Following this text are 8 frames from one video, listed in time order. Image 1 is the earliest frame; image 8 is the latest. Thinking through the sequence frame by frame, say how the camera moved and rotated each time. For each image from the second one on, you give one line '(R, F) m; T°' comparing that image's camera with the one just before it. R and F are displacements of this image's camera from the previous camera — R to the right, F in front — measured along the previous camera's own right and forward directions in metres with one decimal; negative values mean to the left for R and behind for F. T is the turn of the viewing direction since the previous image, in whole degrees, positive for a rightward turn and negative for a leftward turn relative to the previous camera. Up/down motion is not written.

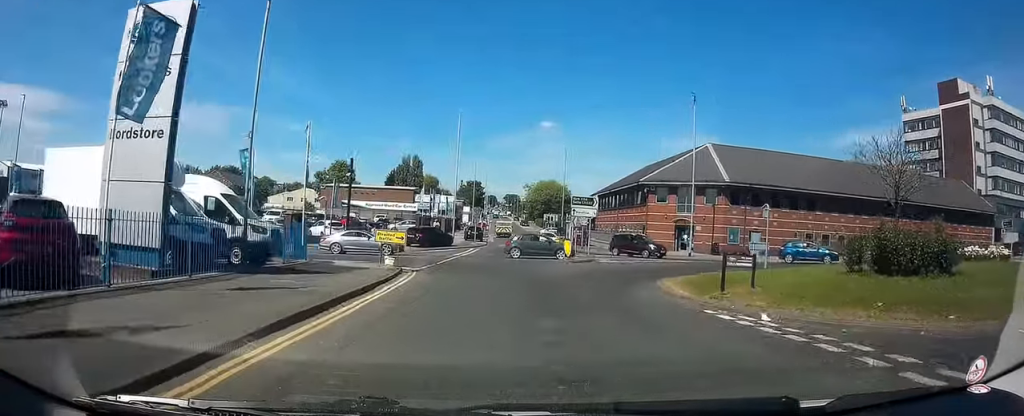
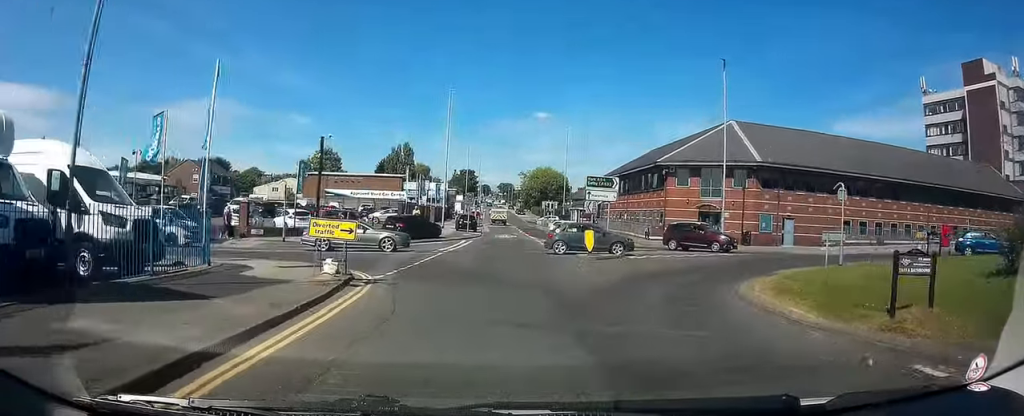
(-0.1, +6.5) m; -1°
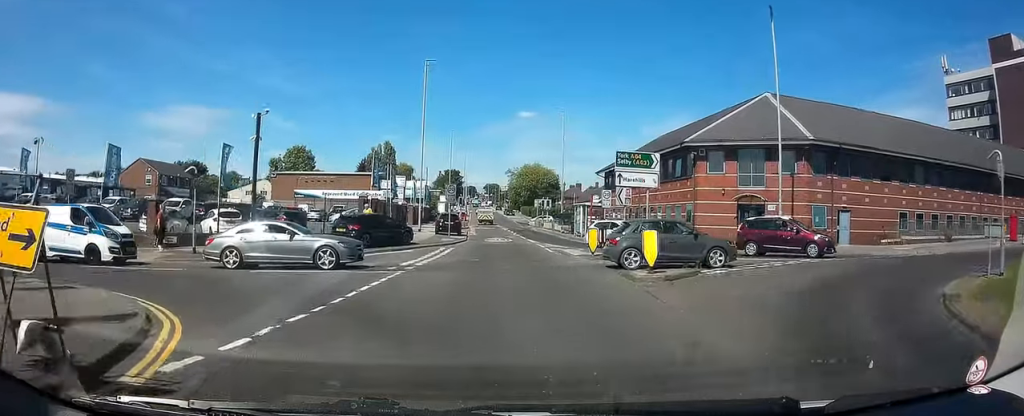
(-0.2, +9.0) m; -1°
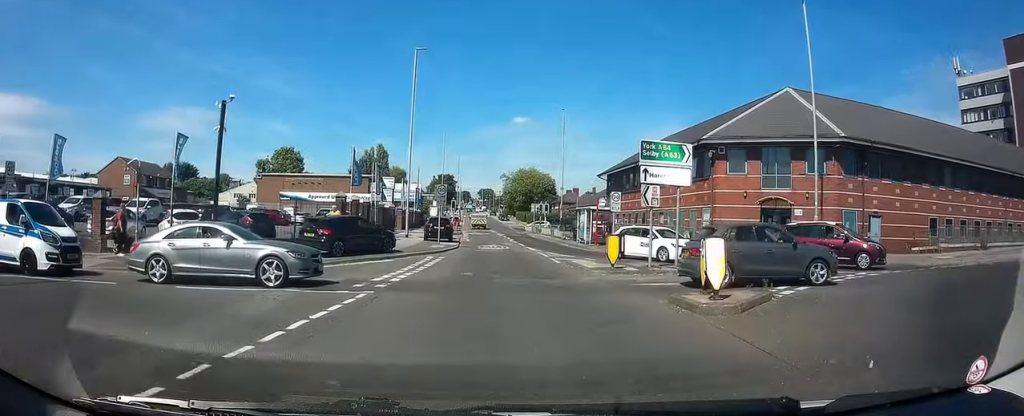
(0.0, +4.0) m; 0°
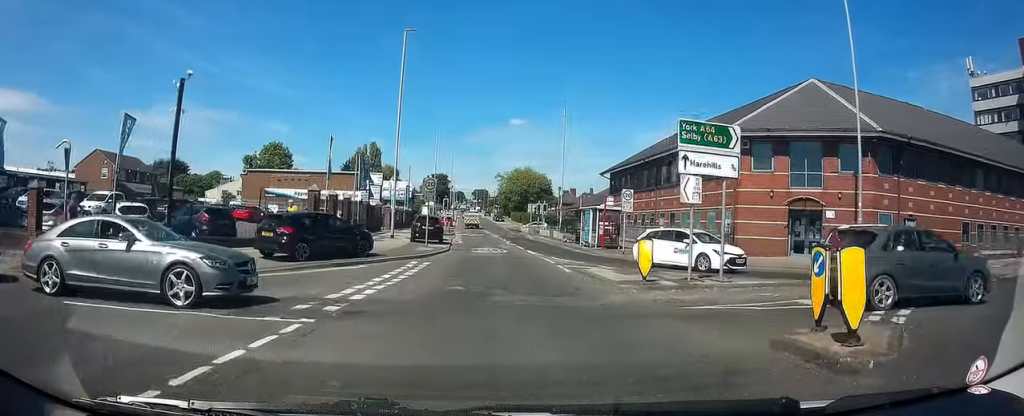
(0.0, +3.8) m; +1°
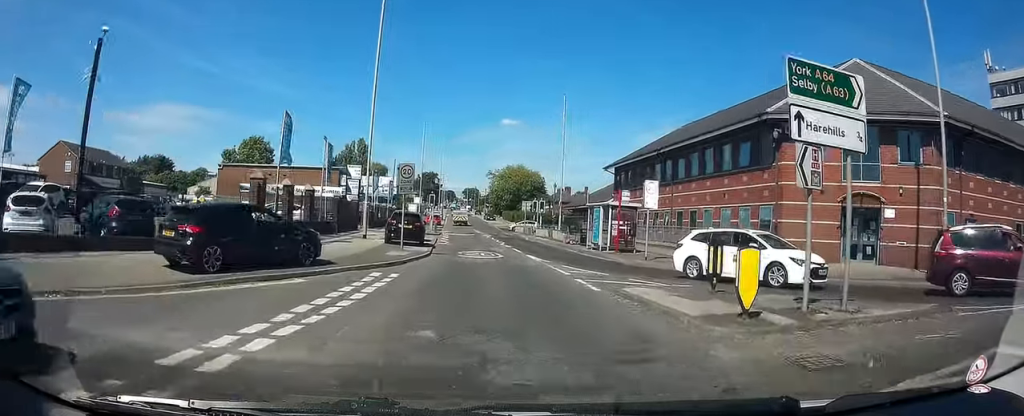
(0.0, +5.5) m; +1°
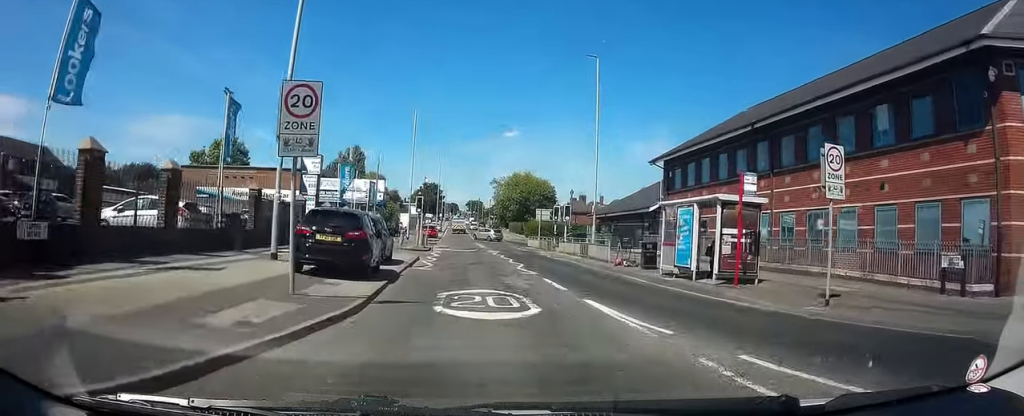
(+0.3, +13.7) m; +1°
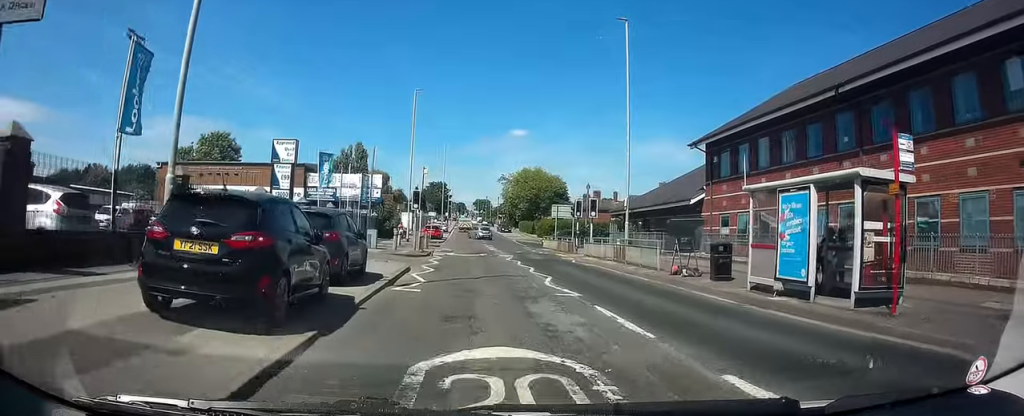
(-0.1, +6.4) m; -1°
